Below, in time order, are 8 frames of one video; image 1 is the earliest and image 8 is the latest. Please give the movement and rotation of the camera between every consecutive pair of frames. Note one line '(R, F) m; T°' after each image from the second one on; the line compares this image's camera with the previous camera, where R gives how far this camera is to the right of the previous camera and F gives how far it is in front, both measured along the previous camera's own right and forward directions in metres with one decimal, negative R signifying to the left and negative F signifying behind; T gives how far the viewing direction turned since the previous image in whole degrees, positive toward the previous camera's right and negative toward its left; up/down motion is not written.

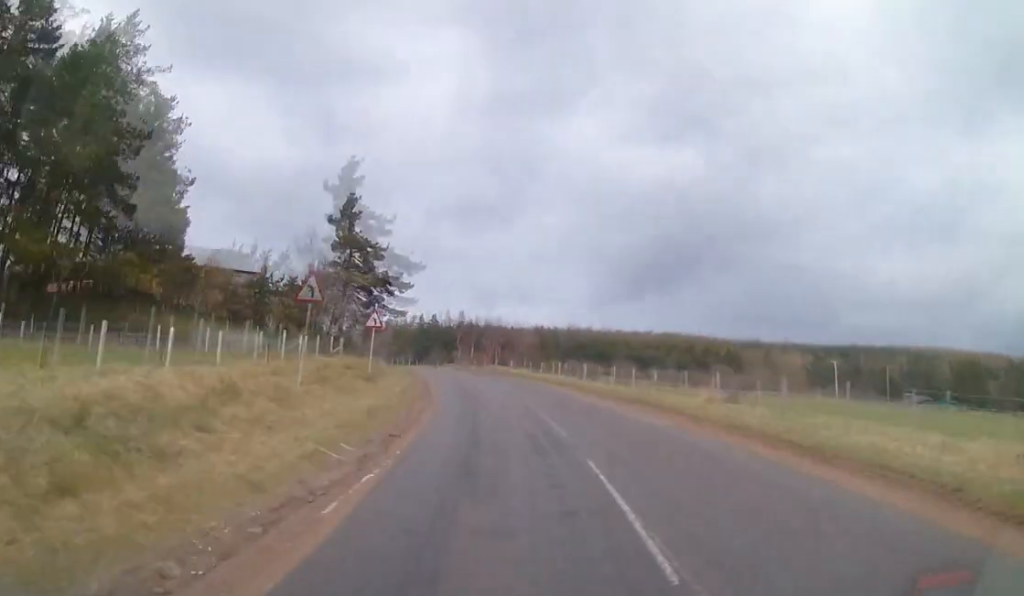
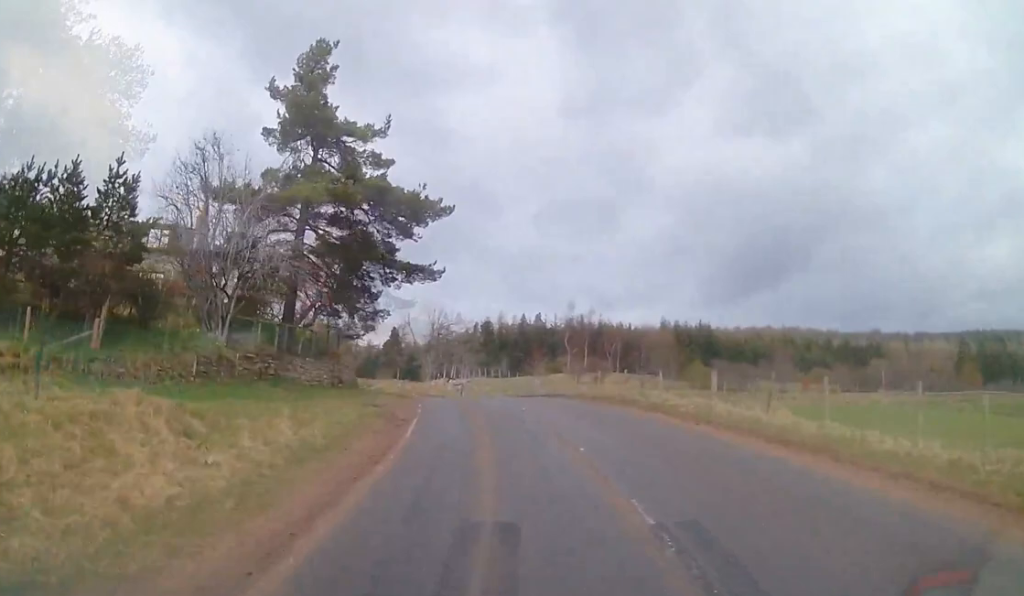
(-4.3, +35.7) m; -12°
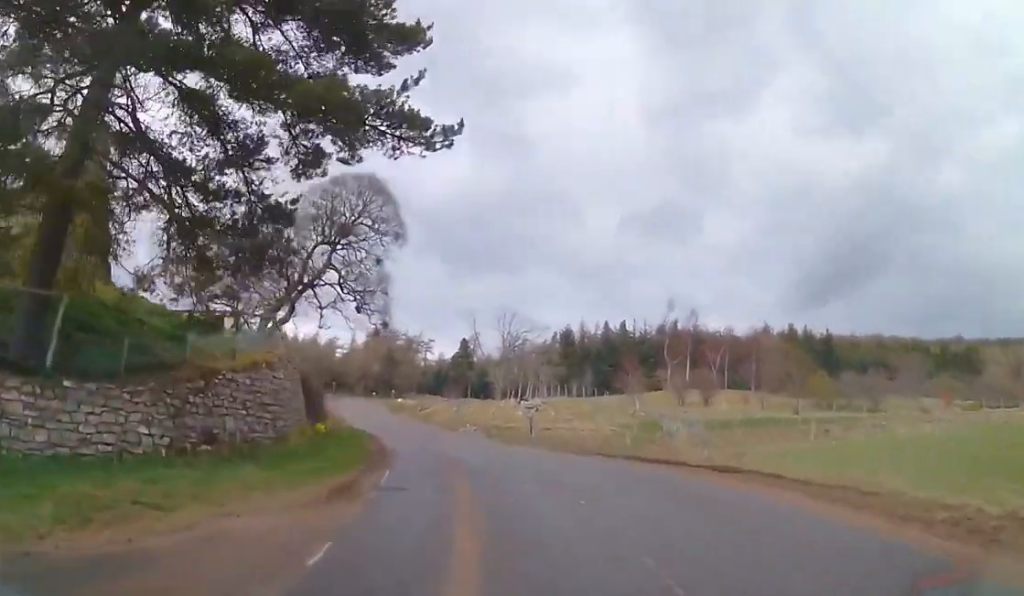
(-1.7, +18.8) m; -7°
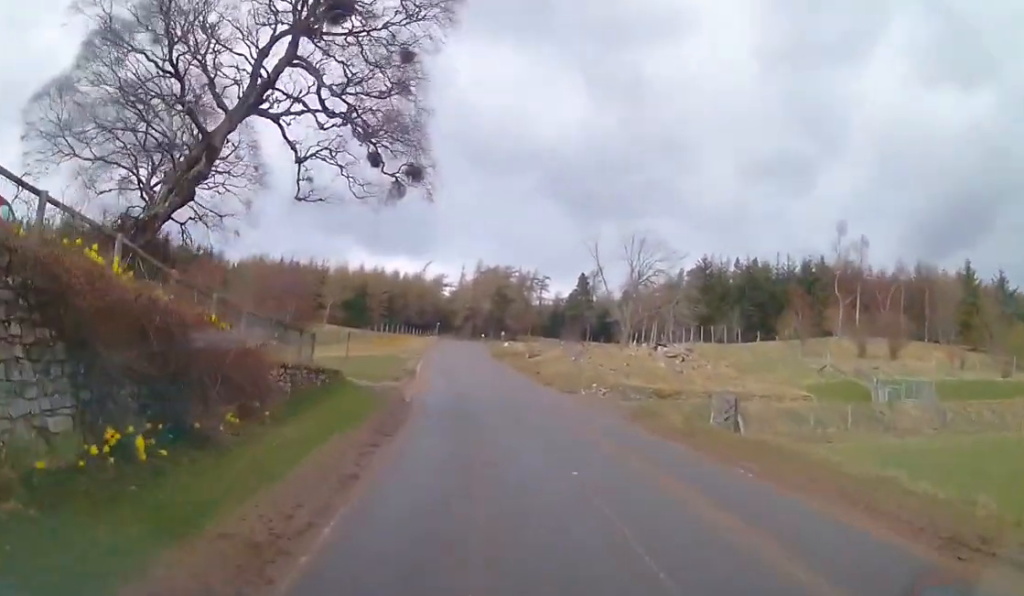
(-0.4, +18.5) m; -6°
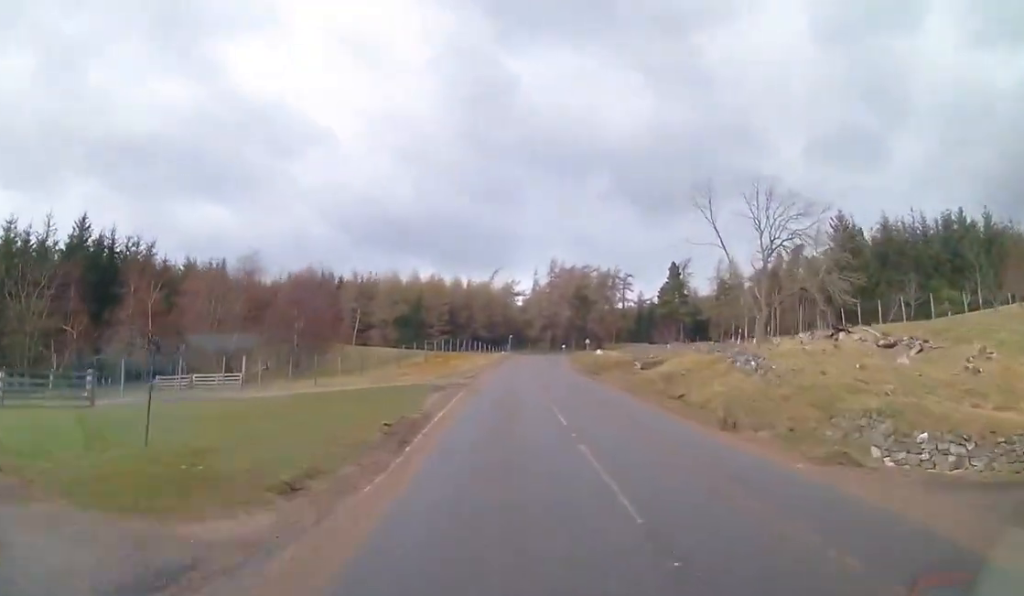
(-2.1, +21.6) m; -4°
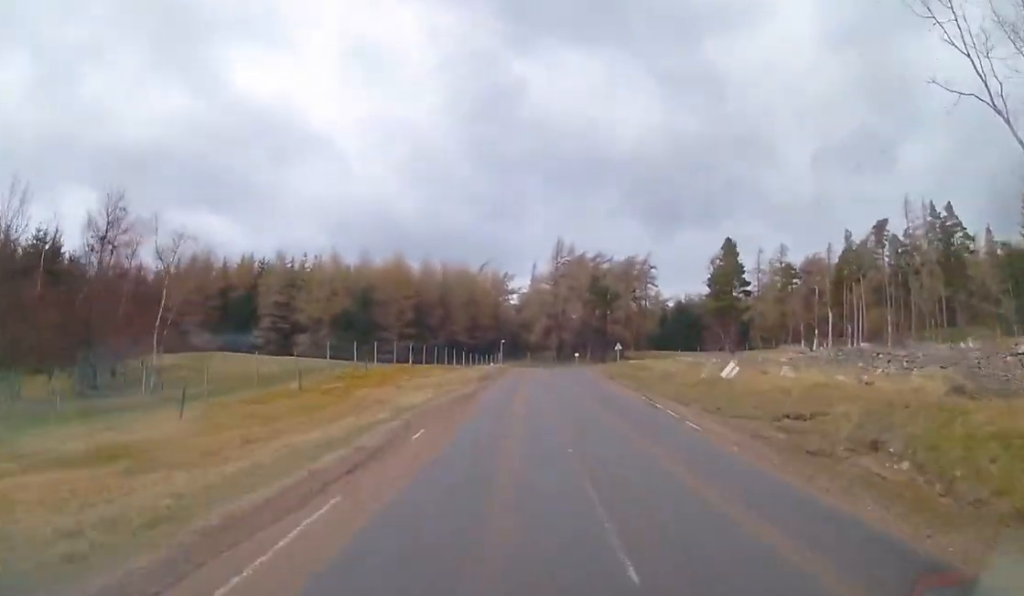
(-0.8, +35.6) m; -1°
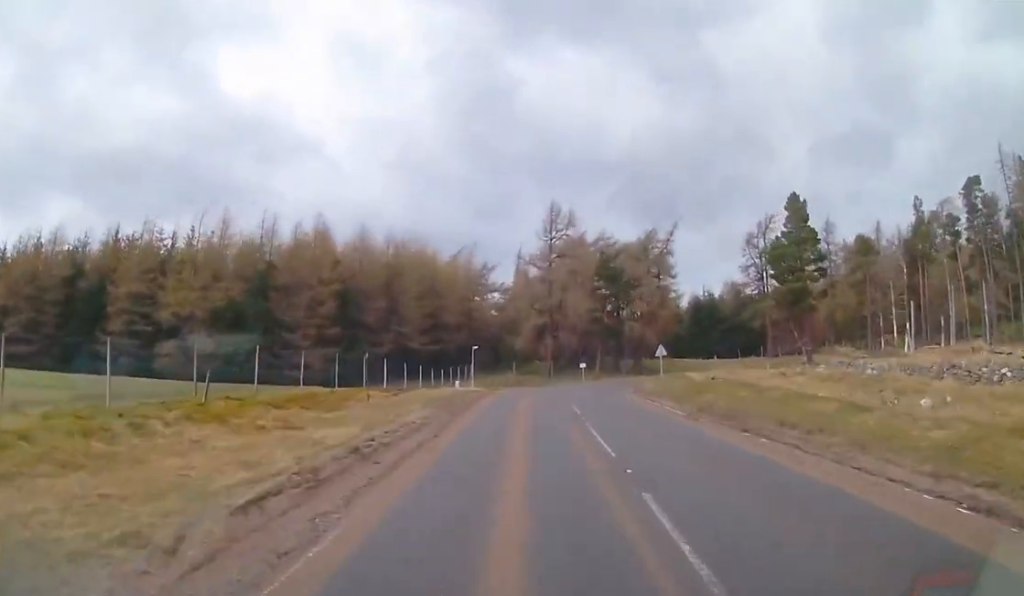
(0.0, +27.5) m; +1°
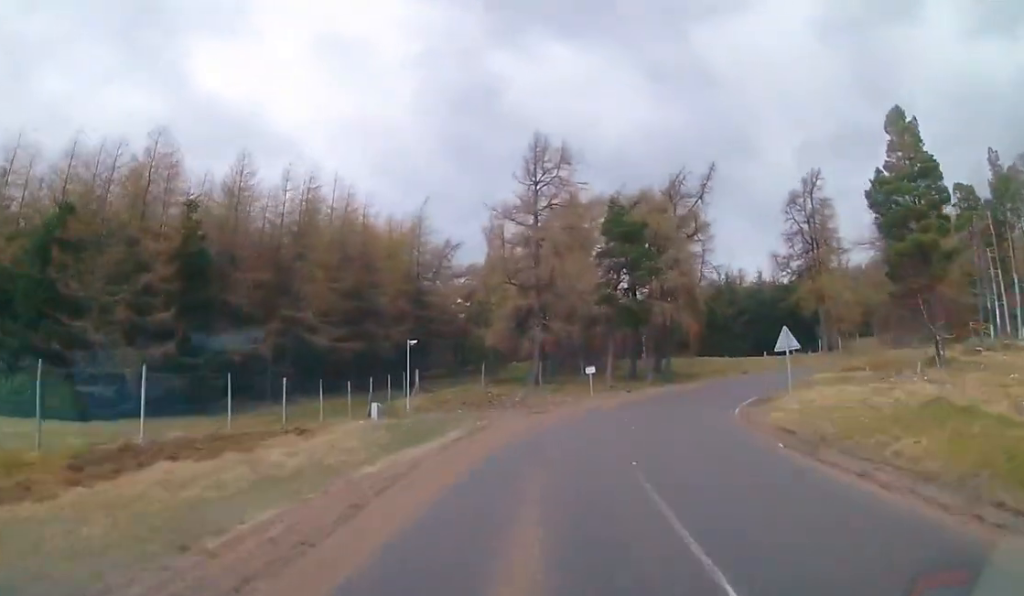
(+0.2, +23.4) m; +9°
